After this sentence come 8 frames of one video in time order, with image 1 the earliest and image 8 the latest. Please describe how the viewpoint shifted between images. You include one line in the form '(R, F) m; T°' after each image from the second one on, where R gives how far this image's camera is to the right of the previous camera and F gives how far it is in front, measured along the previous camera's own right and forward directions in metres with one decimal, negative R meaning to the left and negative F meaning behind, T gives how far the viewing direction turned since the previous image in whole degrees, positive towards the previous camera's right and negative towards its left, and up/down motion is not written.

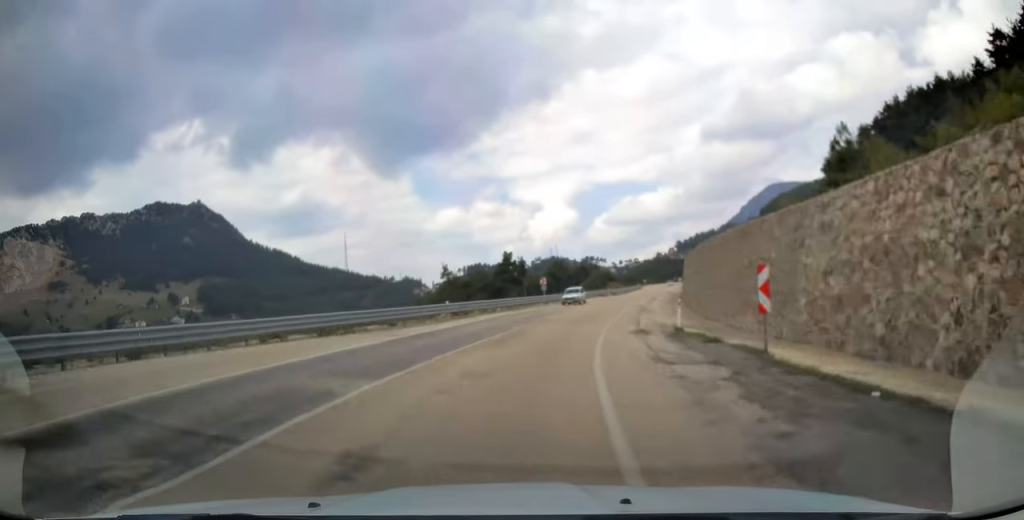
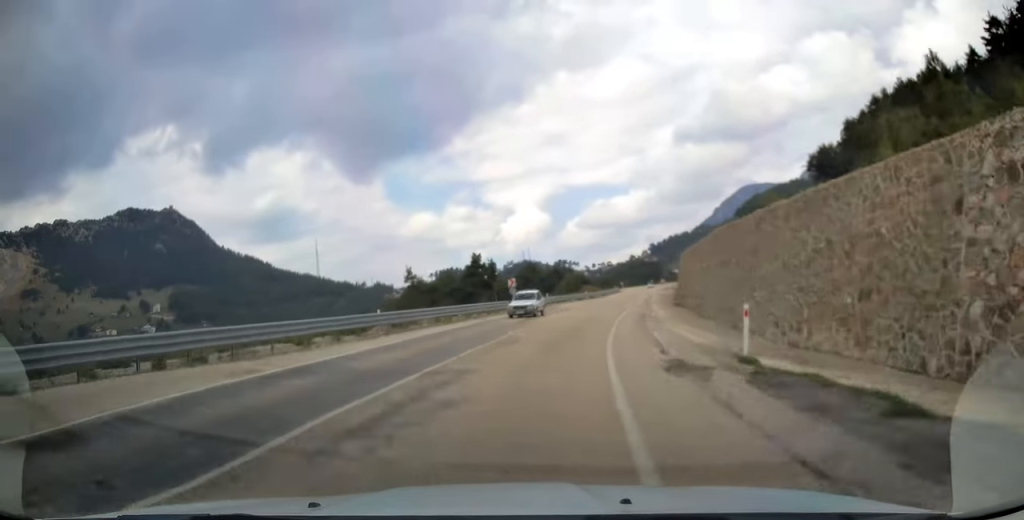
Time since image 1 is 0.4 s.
(+0.2, +9.5) m; +3°
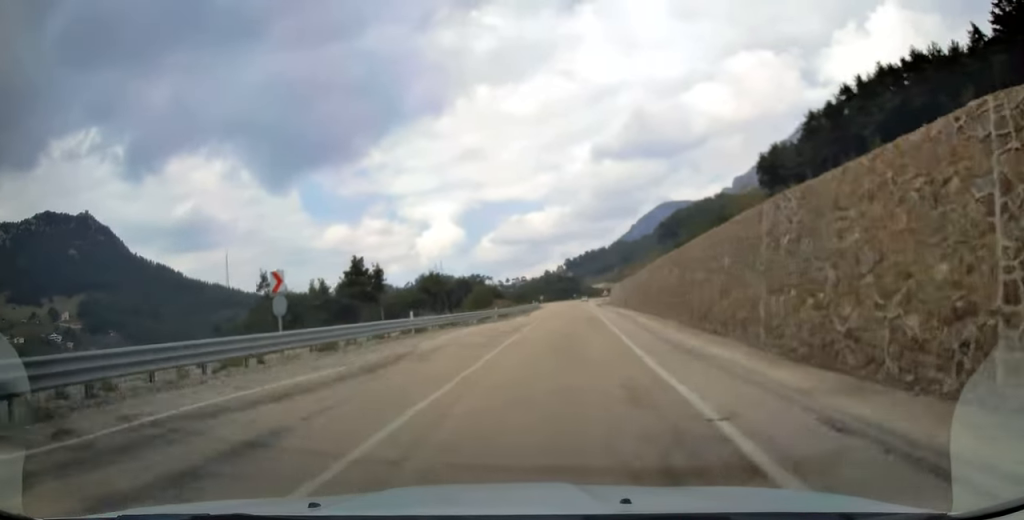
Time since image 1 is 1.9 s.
(+2.0, +32.8) m; +6°
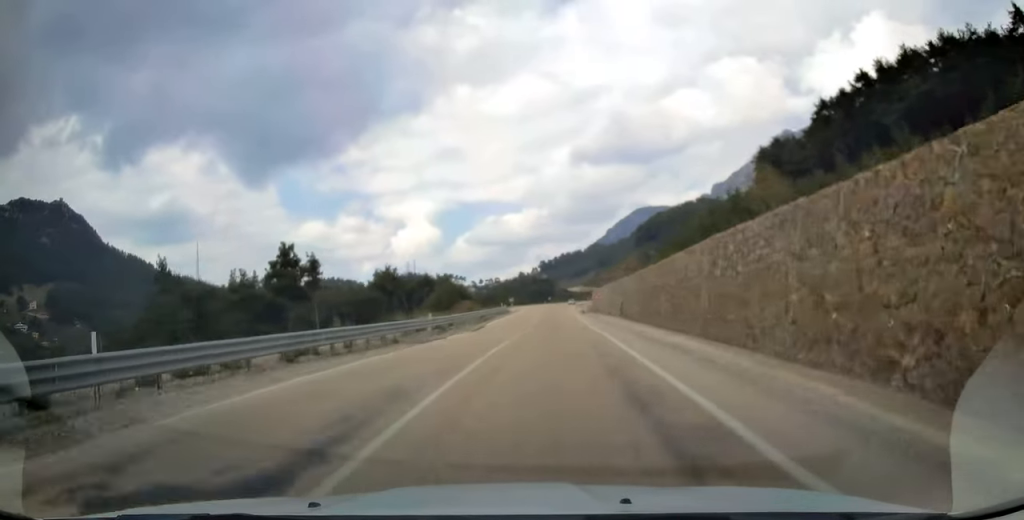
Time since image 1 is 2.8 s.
(+0.5, +22.2) m; +2°
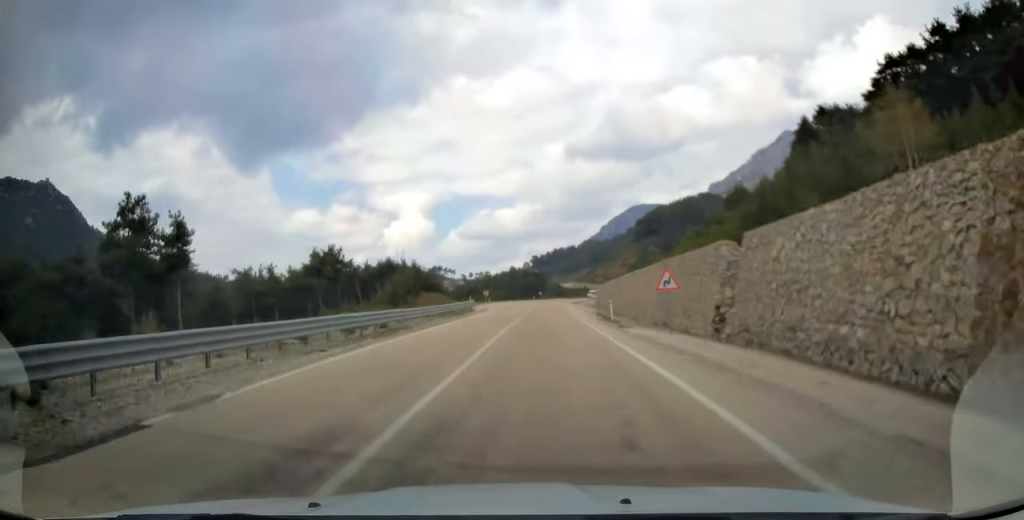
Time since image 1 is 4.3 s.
(+0.6, +37.6) m; +2°
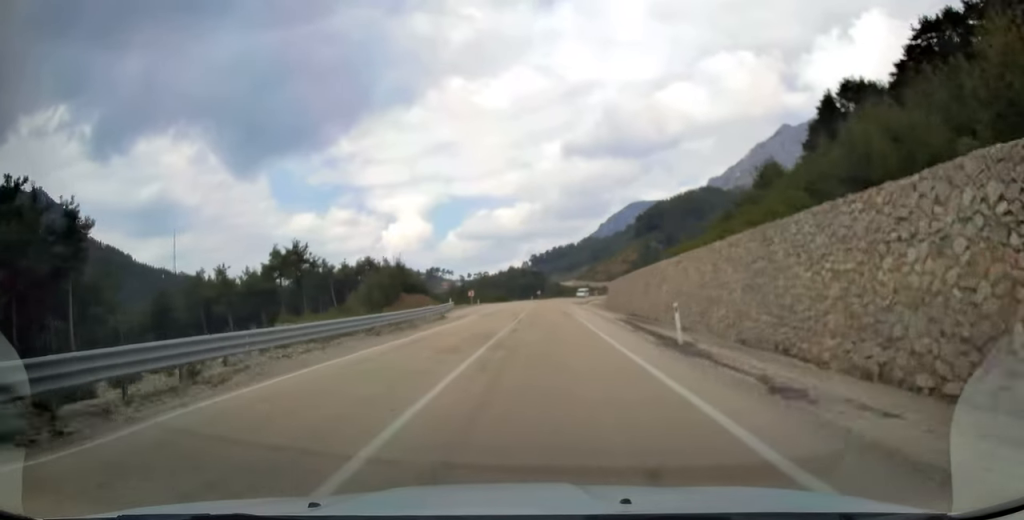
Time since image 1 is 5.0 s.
(+0.1, +17.5) m; 0°
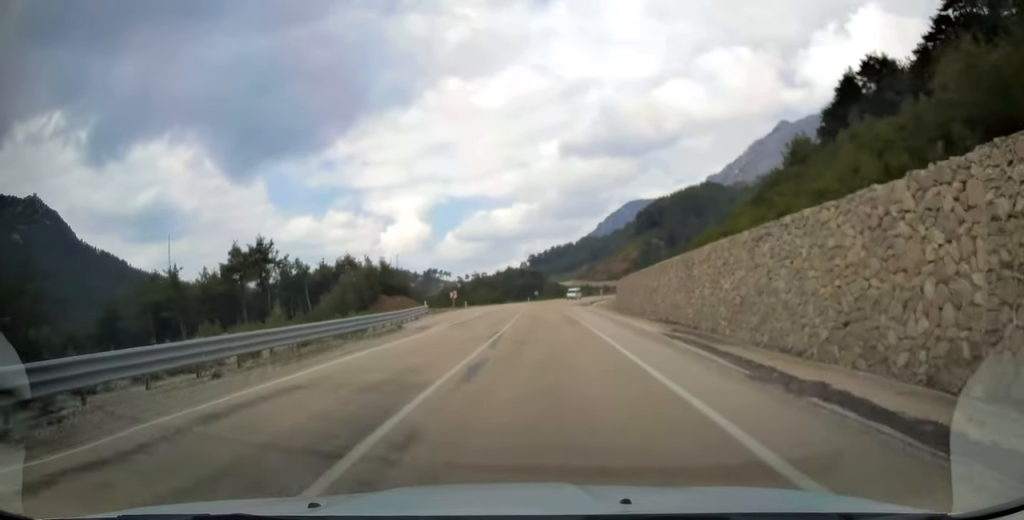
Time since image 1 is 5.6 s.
(+0.1, +13.4) m; 0°
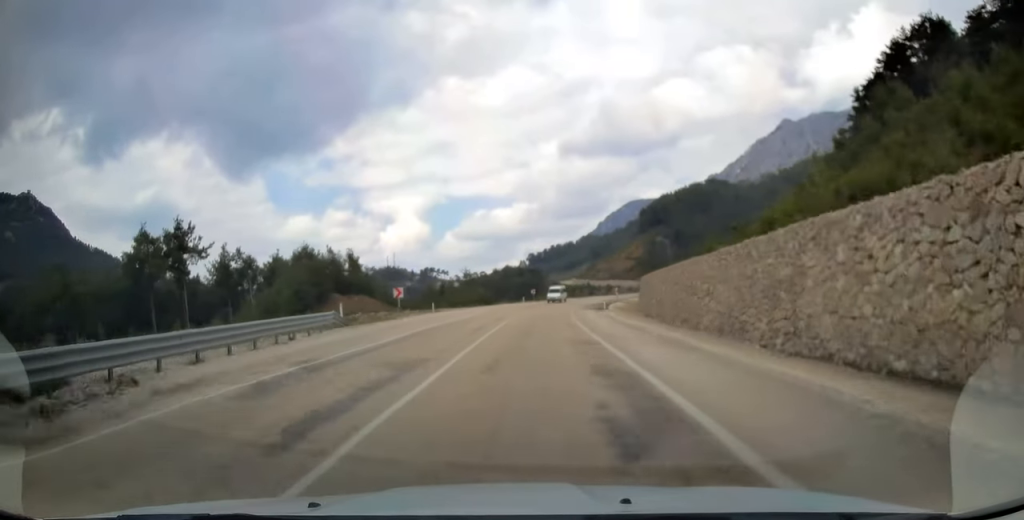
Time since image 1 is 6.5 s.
(-0.1, +22.8) m; +1°
